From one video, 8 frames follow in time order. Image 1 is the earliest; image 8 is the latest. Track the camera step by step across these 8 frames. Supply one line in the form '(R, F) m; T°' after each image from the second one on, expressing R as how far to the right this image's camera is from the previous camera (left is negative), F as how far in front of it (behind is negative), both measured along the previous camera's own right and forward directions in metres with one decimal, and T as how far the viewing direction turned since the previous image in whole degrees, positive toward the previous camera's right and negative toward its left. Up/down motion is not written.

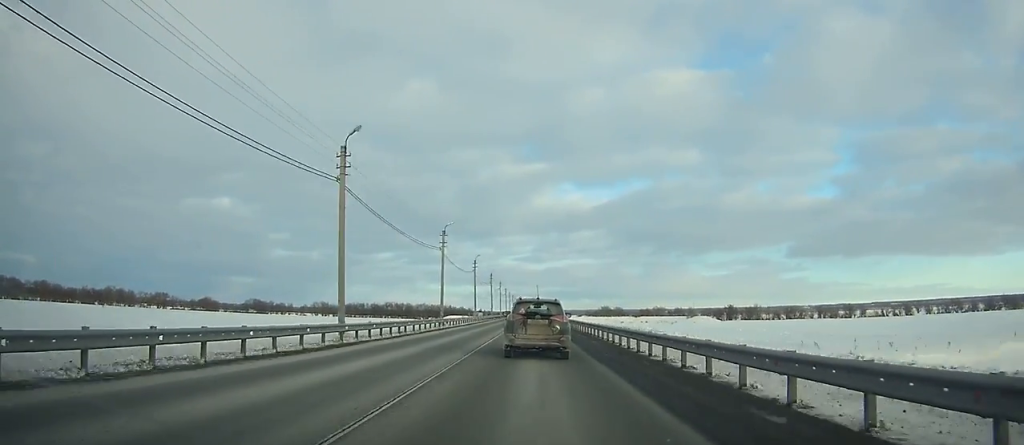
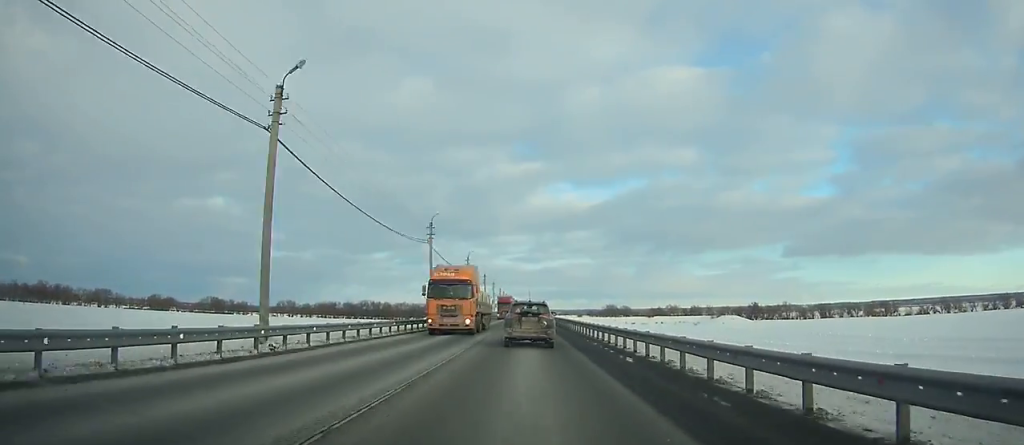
(+0.1, +64.4) m; 0°
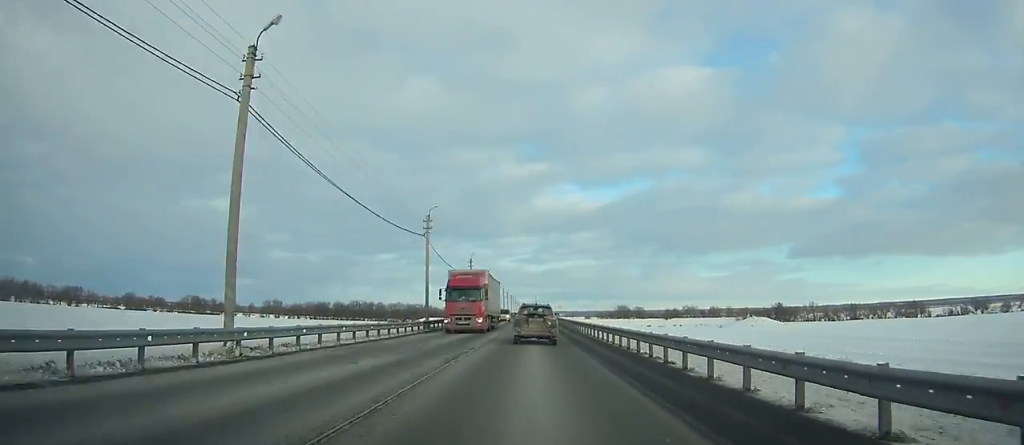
(-0.1, +34.0) m; 0°
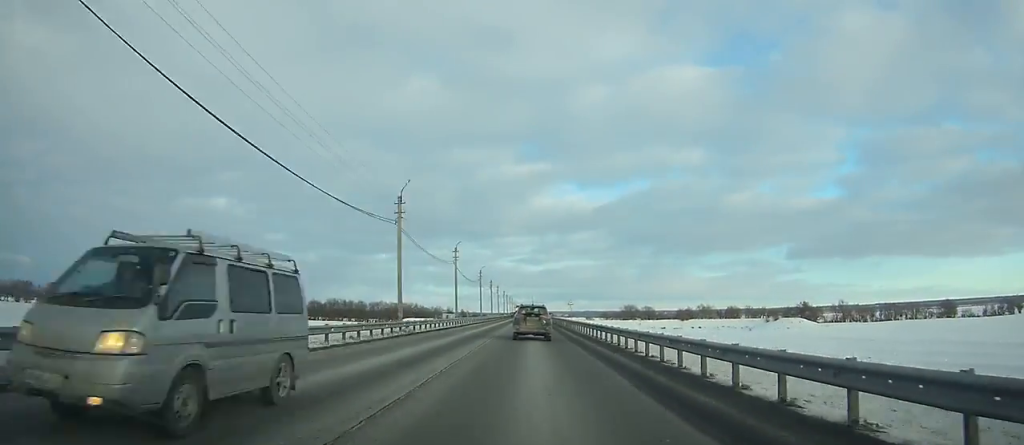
(-0.2, +40.9) m; 0°
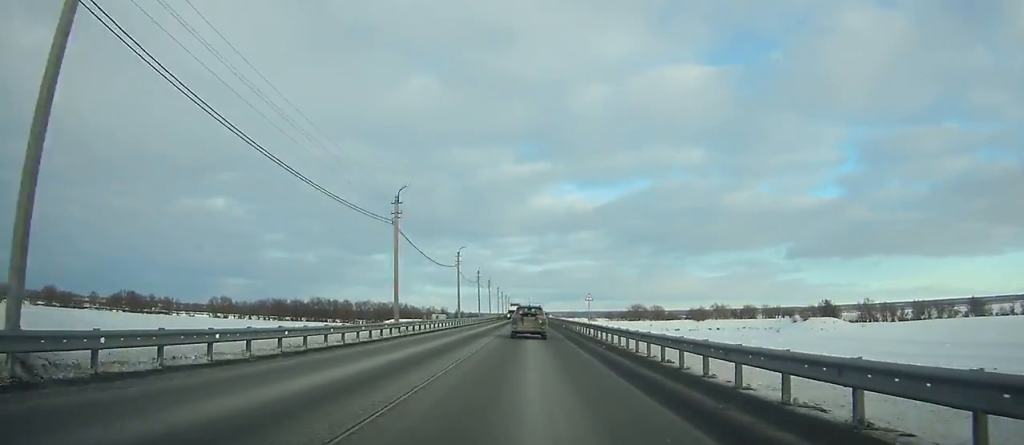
(+0.2, +28.2) m; 0°
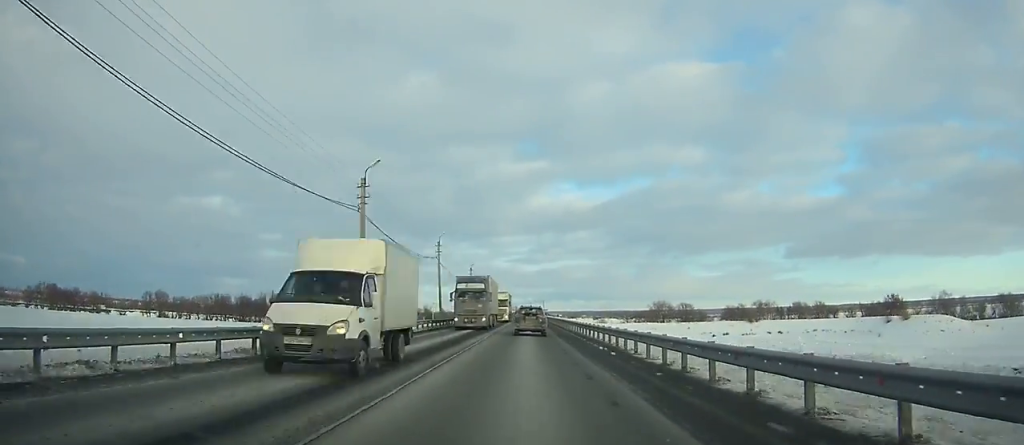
(+0.3, +64.2) m; 0°
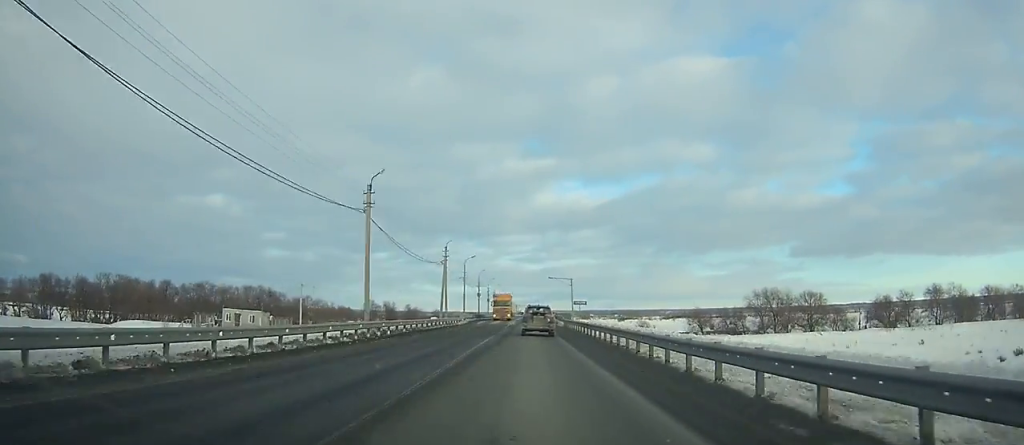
(0.0, +115.9) m; 0°
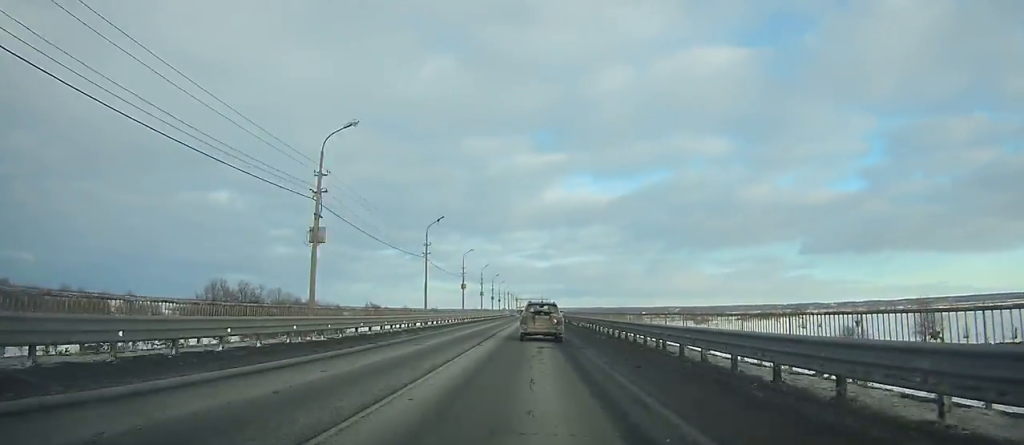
(-0.7, +151.1) m; -1°
